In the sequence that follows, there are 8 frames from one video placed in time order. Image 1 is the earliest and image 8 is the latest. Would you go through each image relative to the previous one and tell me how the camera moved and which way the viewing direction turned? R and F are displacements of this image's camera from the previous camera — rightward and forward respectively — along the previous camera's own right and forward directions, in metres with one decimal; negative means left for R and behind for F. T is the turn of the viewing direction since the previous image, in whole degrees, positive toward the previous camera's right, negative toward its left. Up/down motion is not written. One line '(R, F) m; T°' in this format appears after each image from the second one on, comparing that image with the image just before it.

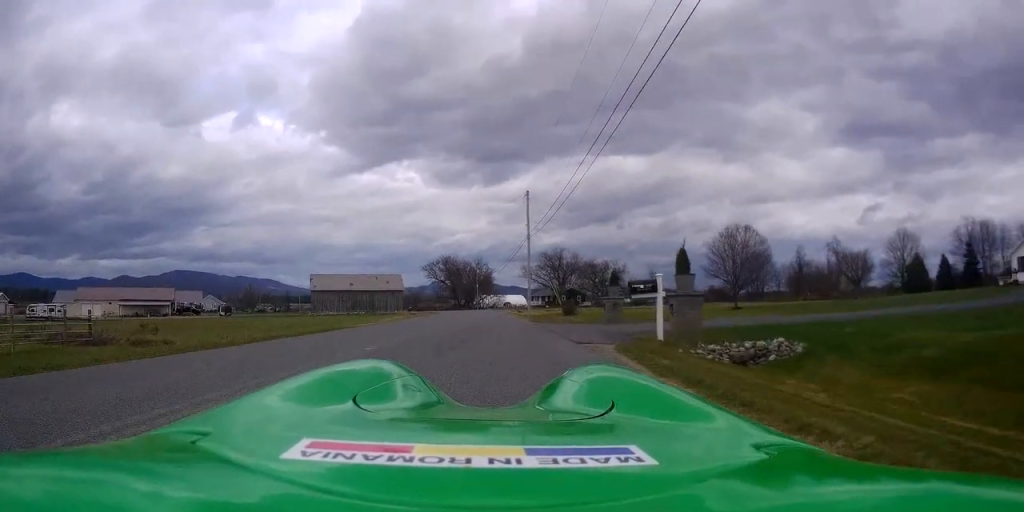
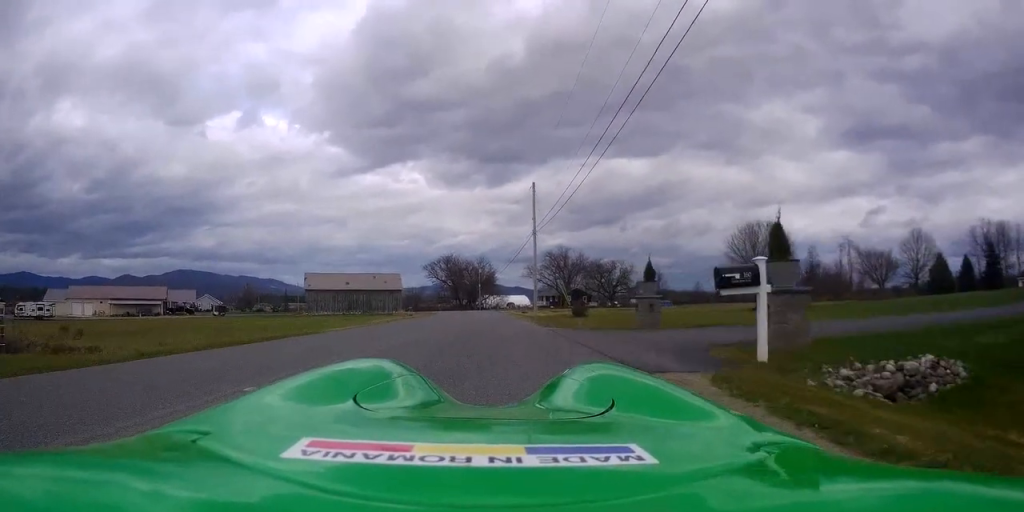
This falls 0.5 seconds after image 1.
(+0.3, +4.6) m; 0°
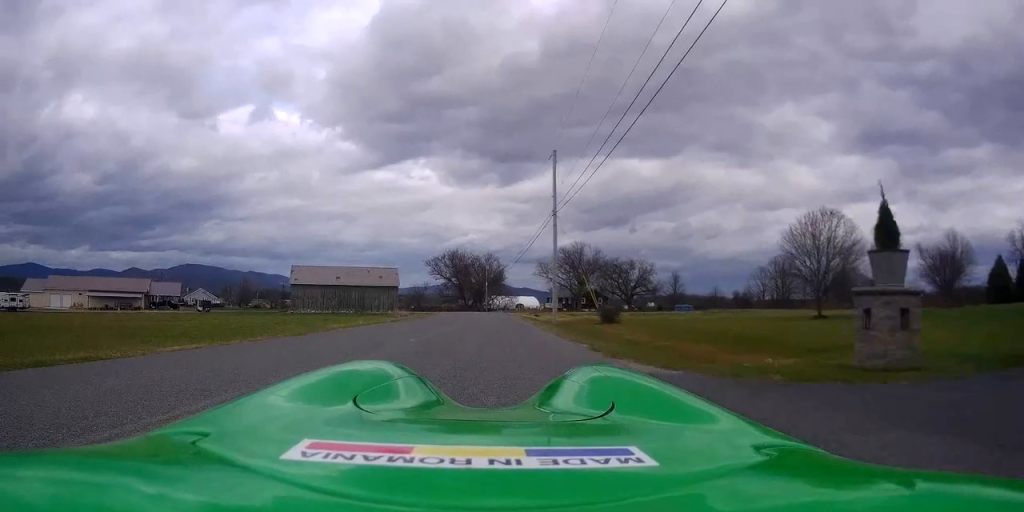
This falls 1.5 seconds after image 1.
(-0.1, +10.9) m; 0°
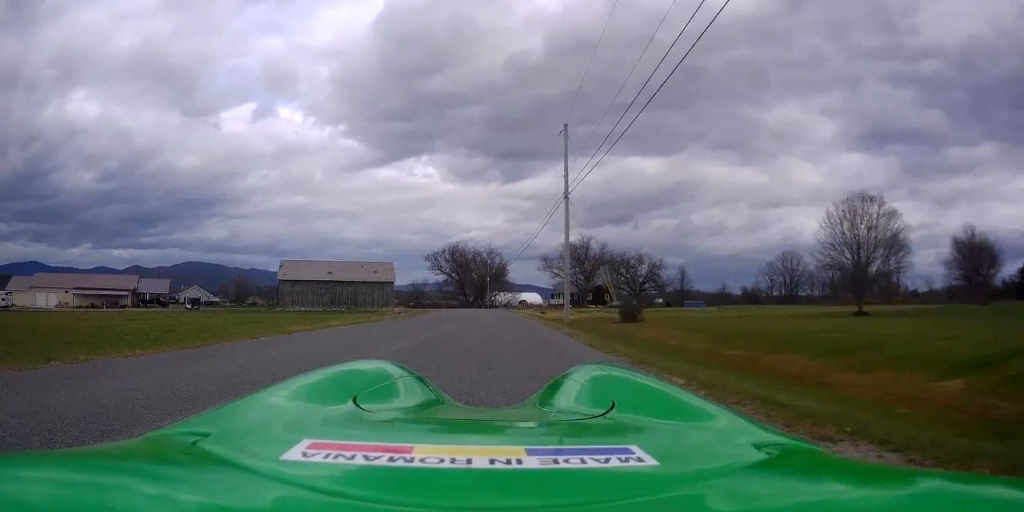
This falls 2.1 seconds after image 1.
(-0.1, +5.5) m; 0°
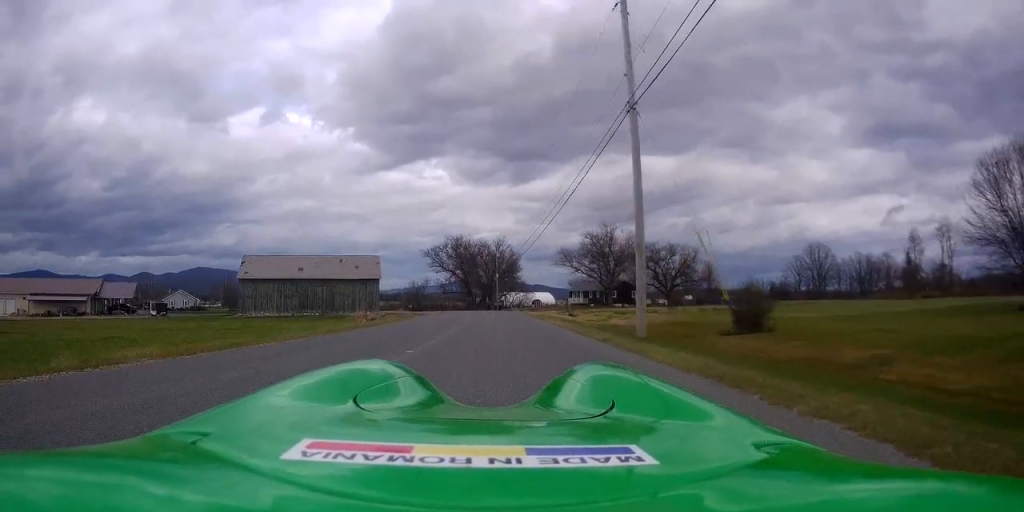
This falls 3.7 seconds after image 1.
(+0.5, +16.5) m; 0°
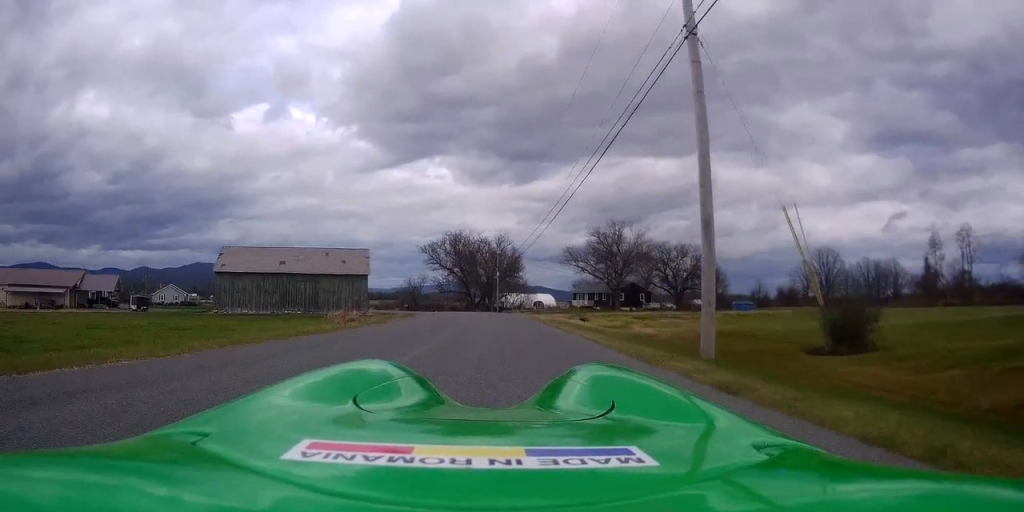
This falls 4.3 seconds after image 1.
(-0.1, +5.9) m; 0°
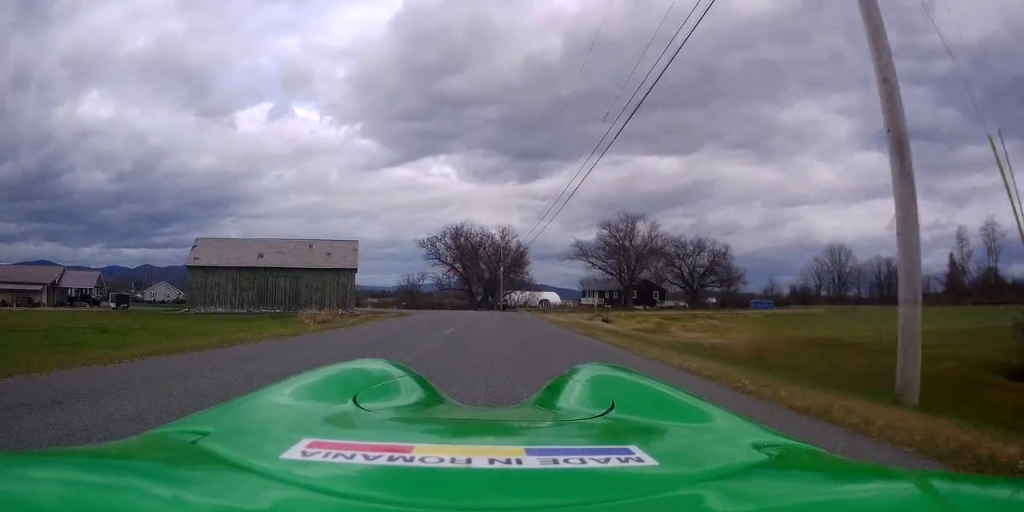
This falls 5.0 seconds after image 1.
(-0.1, +6.8) m; 0°
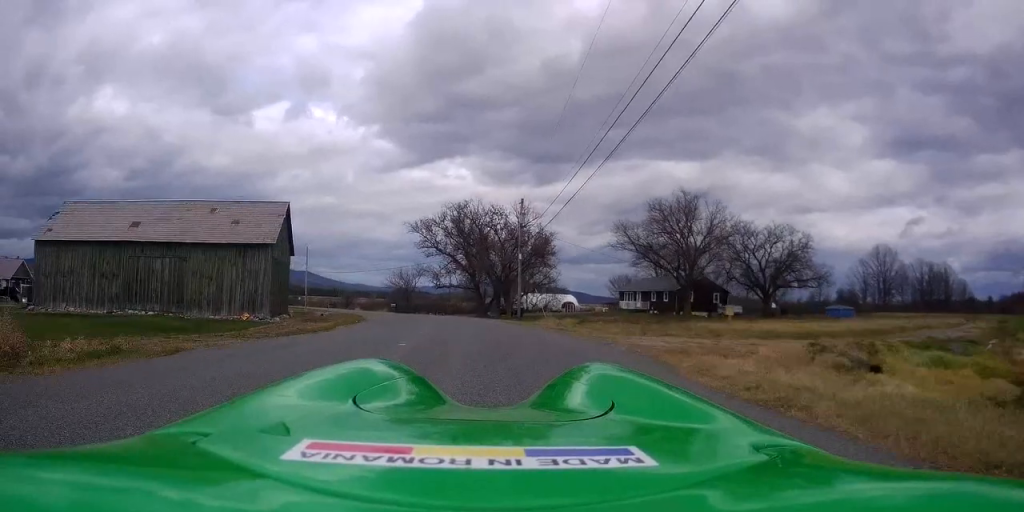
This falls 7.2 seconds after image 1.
(-0.4, +22.7) m; -3°
